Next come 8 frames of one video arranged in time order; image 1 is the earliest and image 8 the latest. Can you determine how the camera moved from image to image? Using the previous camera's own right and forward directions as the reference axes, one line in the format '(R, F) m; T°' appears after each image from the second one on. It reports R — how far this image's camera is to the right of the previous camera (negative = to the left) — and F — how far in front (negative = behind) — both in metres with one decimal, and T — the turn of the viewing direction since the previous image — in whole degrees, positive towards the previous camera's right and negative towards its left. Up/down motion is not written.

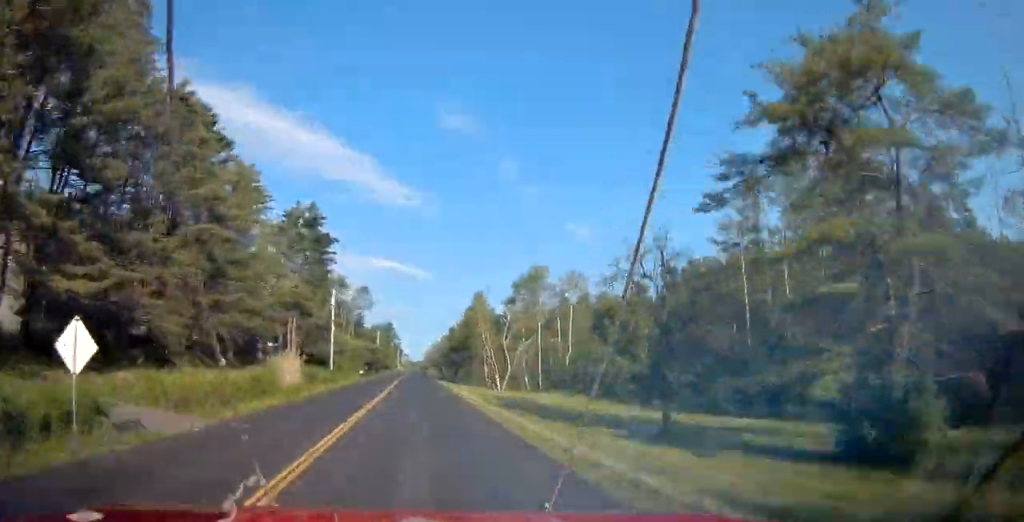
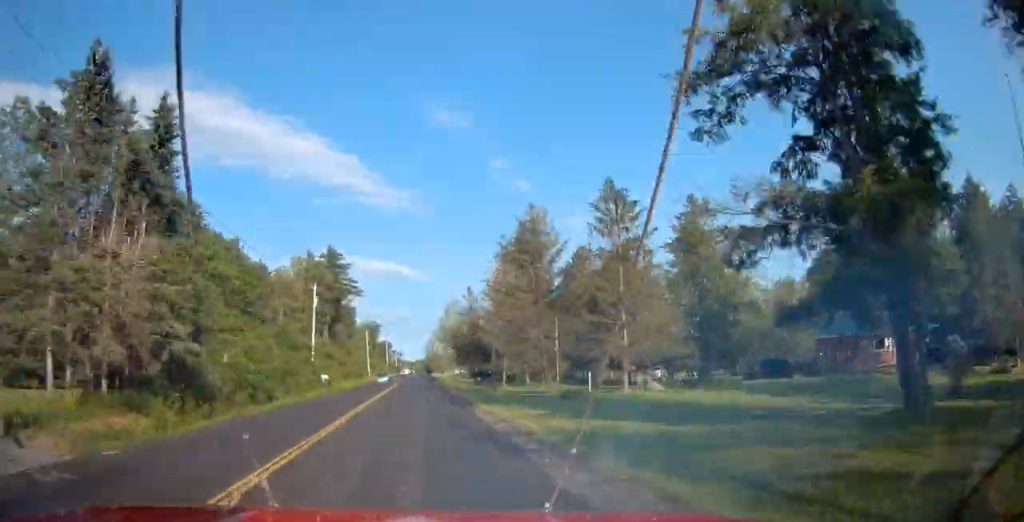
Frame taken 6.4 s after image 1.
(+2.9, +158.3) m; -10°
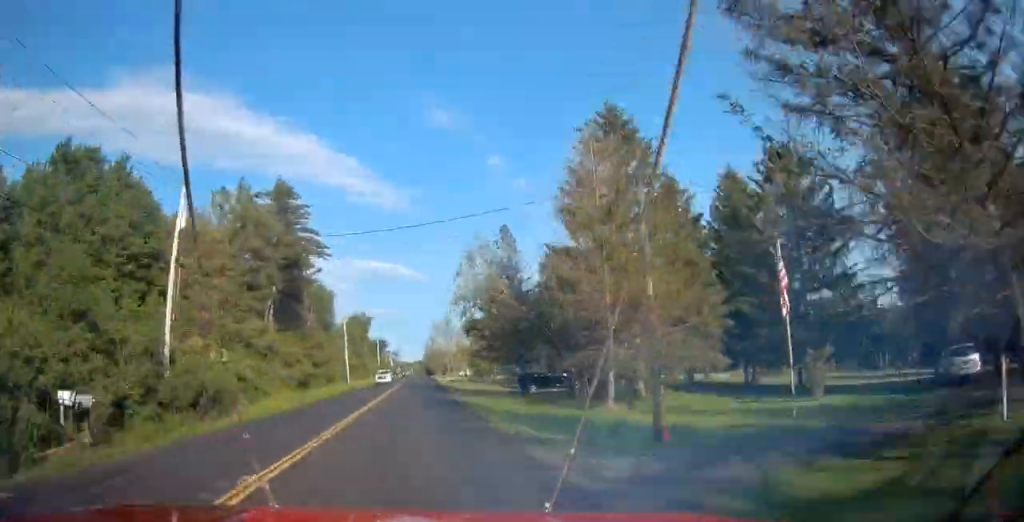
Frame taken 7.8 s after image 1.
(+10.2, +31.7) m; -10°
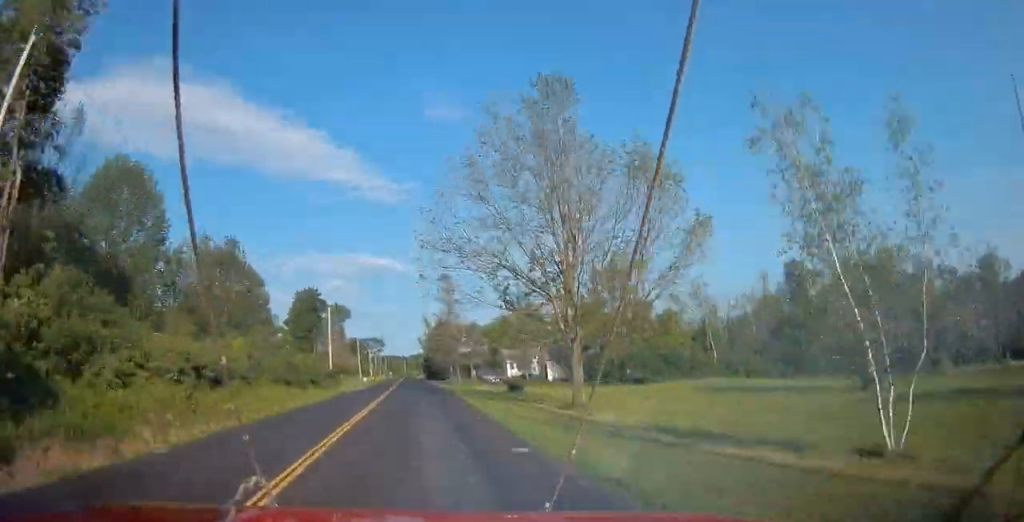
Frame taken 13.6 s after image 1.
(-32.0, +139.2) m; +26°
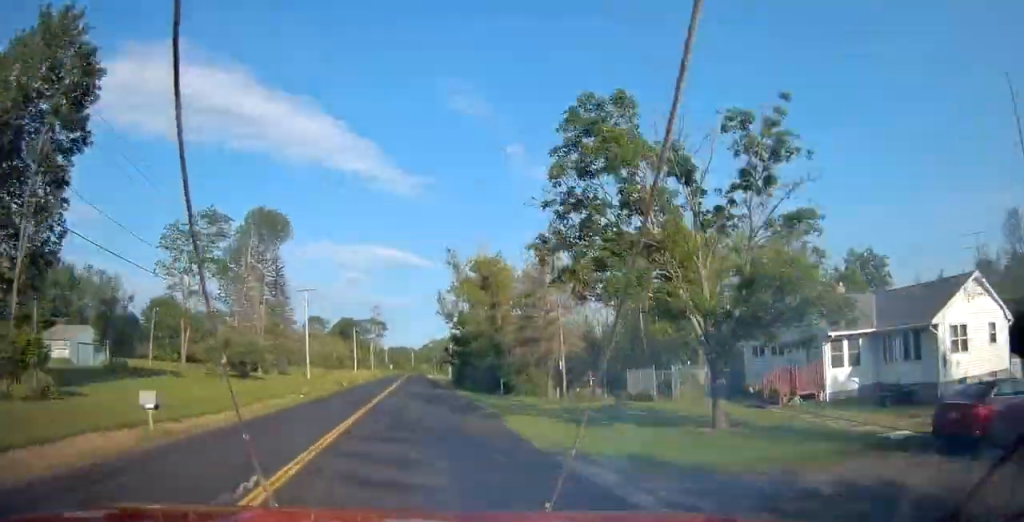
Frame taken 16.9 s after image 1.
(+25.4, +93.0) m; +26°
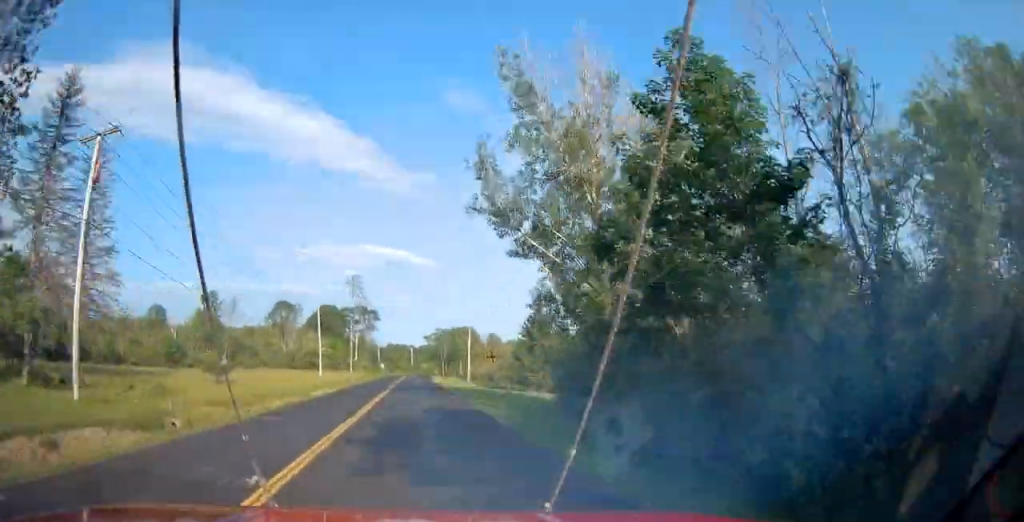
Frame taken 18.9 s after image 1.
(+14.1, +64.8) m; -1°
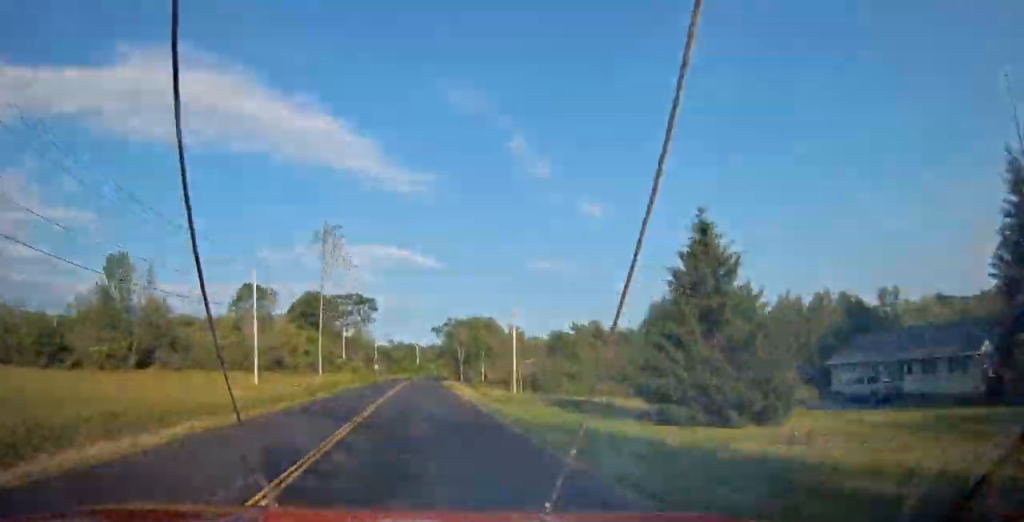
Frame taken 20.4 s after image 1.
(-2.5, +44.6) m; -6°
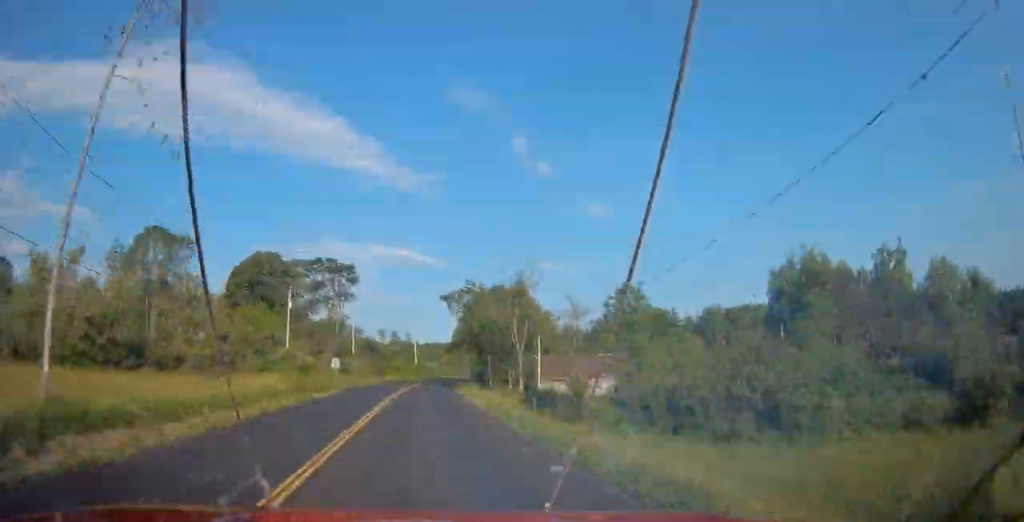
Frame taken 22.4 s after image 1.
(-9.5, +57.4) m; -13°
